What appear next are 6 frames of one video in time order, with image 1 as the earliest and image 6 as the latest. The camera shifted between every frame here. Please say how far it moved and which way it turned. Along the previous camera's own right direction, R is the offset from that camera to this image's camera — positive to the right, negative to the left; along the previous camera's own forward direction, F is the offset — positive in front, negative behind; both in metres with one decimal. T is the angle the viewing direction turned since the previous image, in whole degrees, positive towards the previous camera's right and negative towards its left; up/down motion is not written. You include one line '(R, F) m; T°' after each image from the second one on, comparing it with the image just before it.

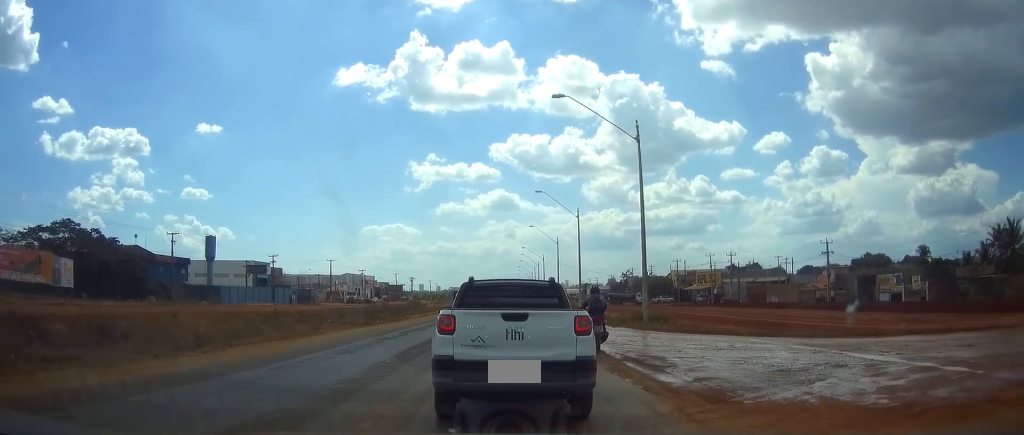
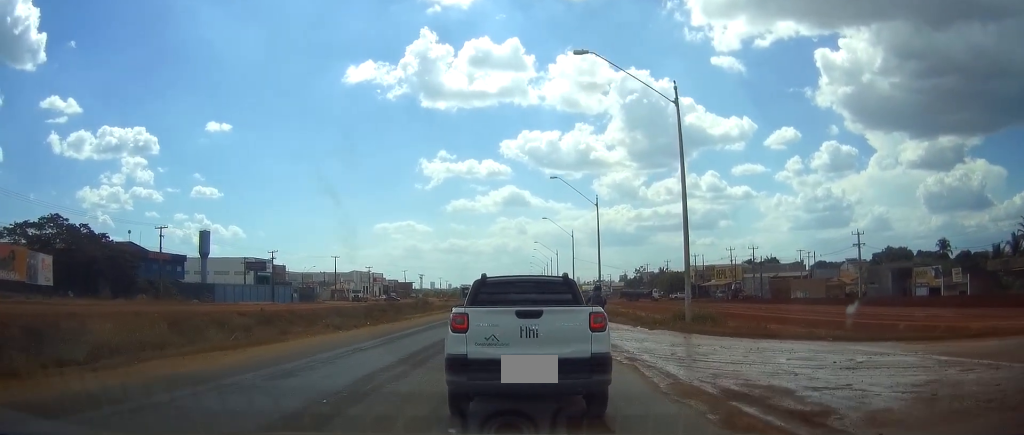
(-0.1, +6.1) m; 0°
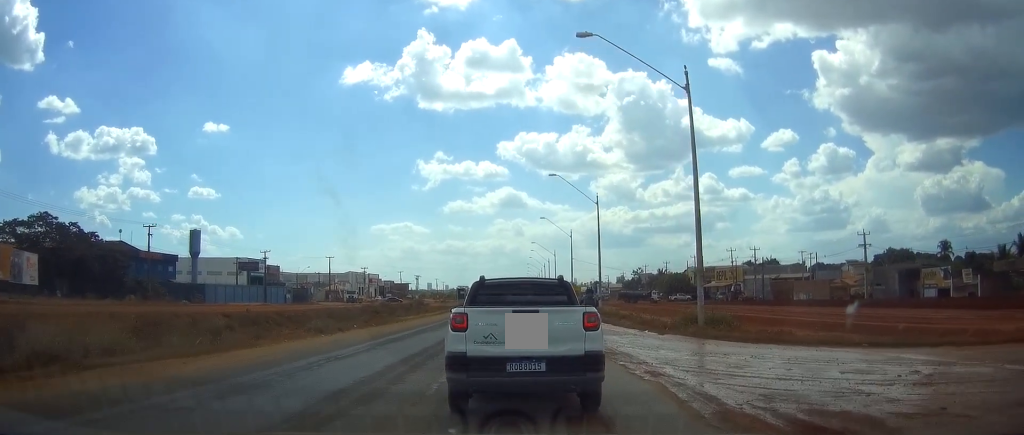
(0.0, +2.6) m; 0°
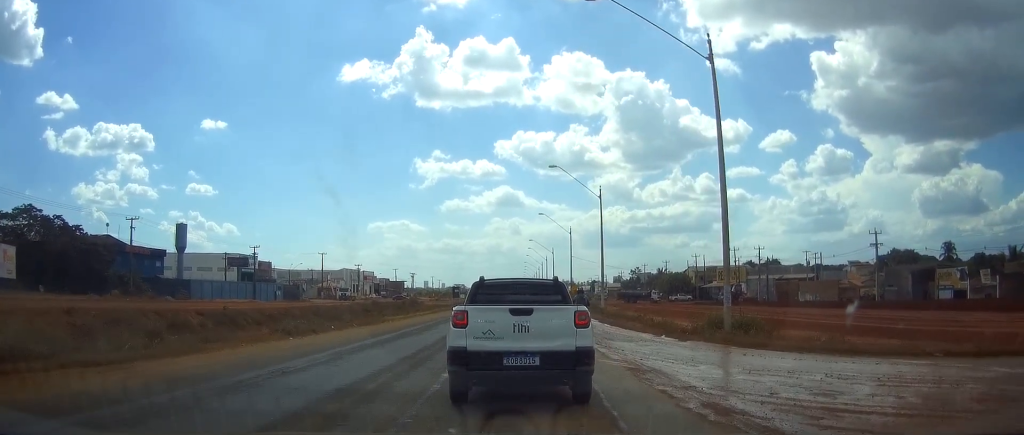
(+0.1, +3.9) m; -1°
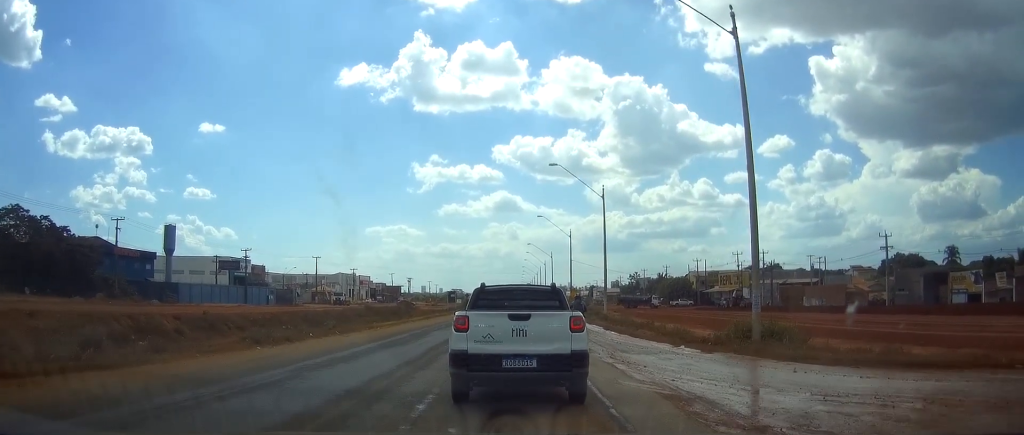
(-0.1, +3.1) m; 0°
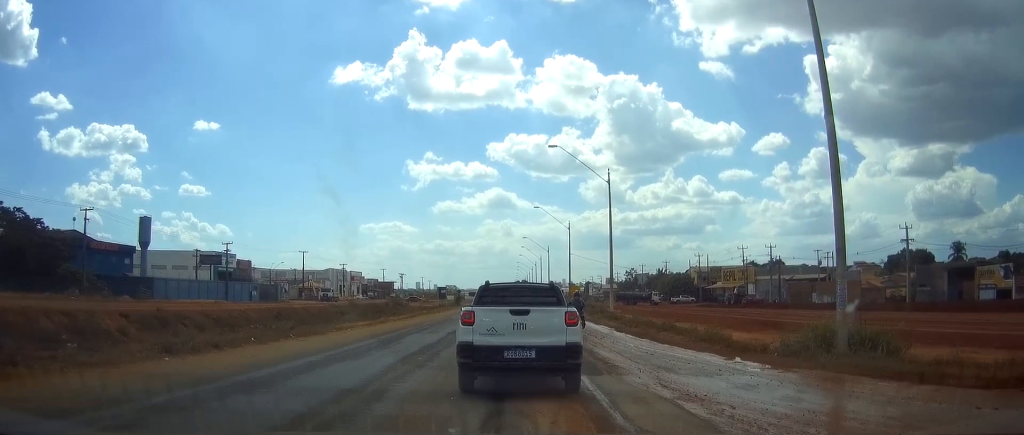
(-0.1, +5.8) m; +1°
